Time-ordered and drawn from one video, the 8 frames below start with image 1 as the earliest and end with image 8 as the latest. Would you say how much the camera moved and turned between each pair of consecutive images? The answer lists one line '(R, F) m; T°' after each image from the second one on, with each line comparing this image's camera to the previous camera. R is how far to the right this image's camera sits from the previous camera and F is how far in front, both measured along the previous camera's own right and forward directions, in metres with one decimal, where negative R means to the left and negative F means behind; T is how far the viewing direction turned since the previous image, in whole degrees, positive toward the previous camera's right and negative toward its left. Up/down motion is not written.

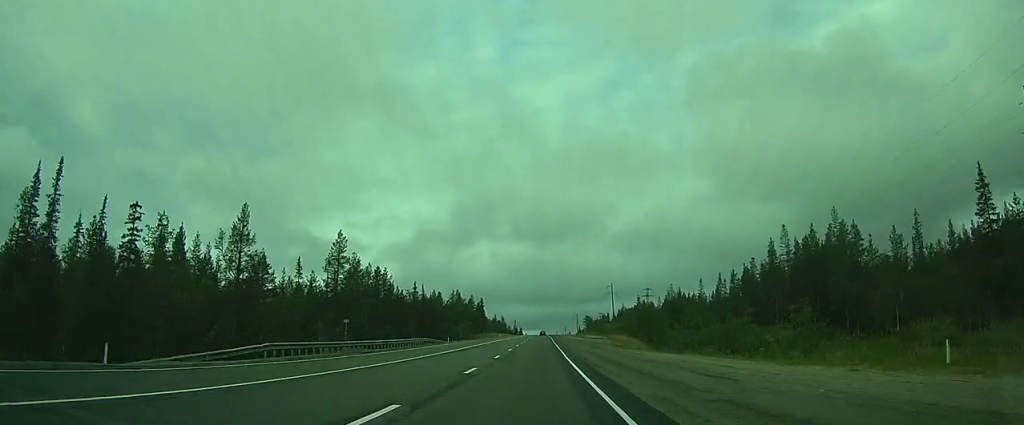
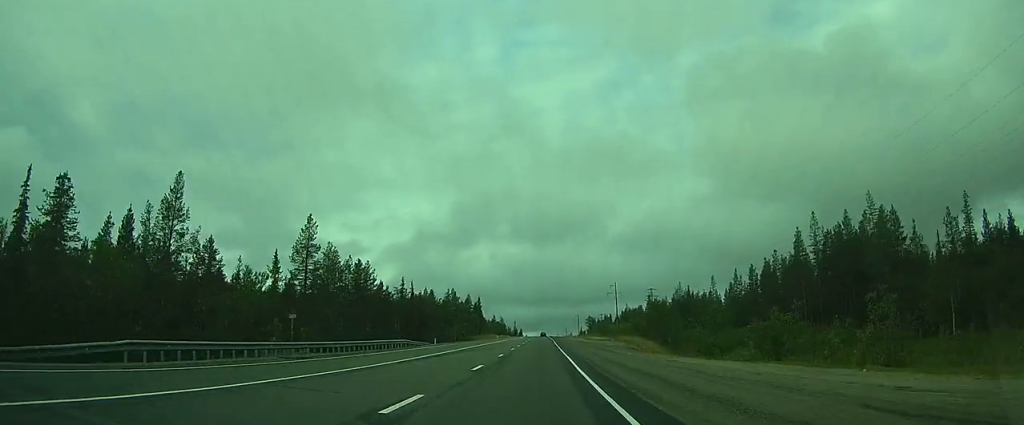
(0.0, +9.4) m; 0°
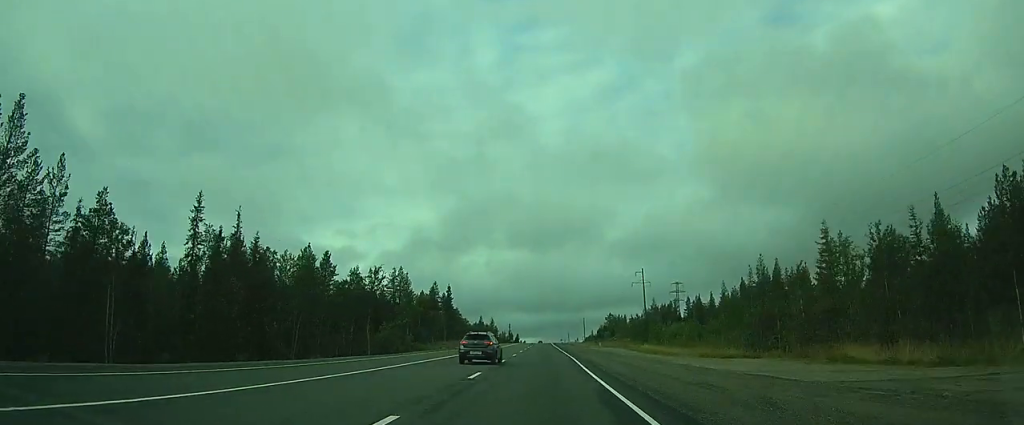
(-0.7, +60.7) m; -1°
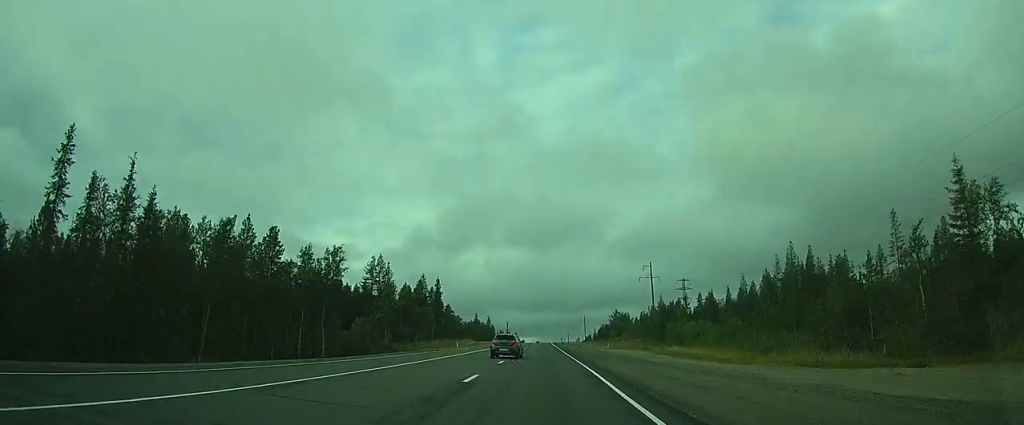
(+0.2, +13.5) m; +1°
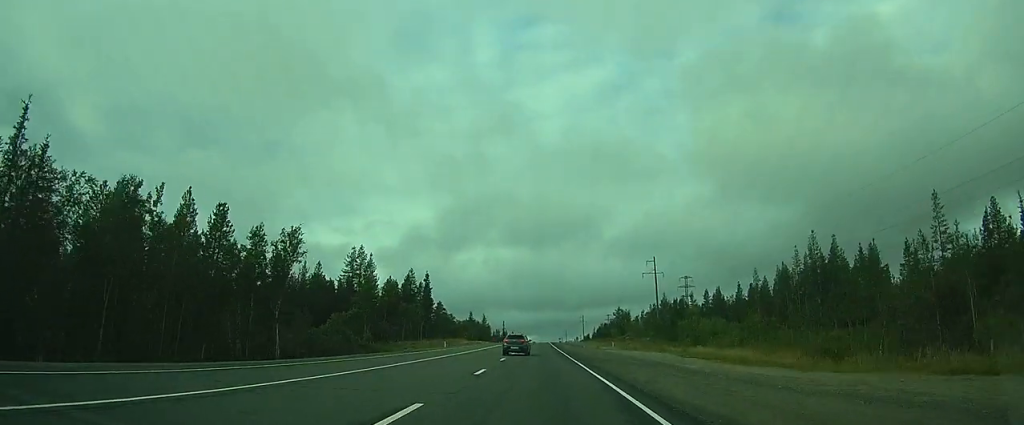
(+0.1, +8.8) m; 0°
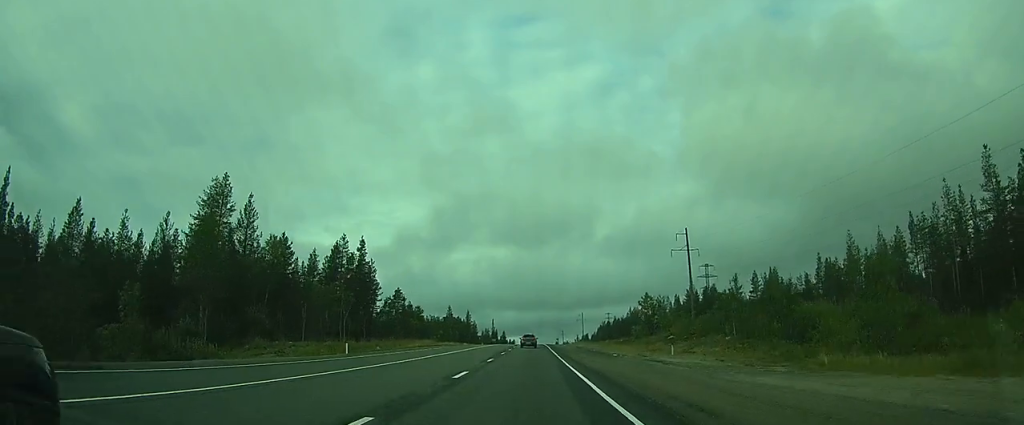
(-0.2, +37.6) m; -1°
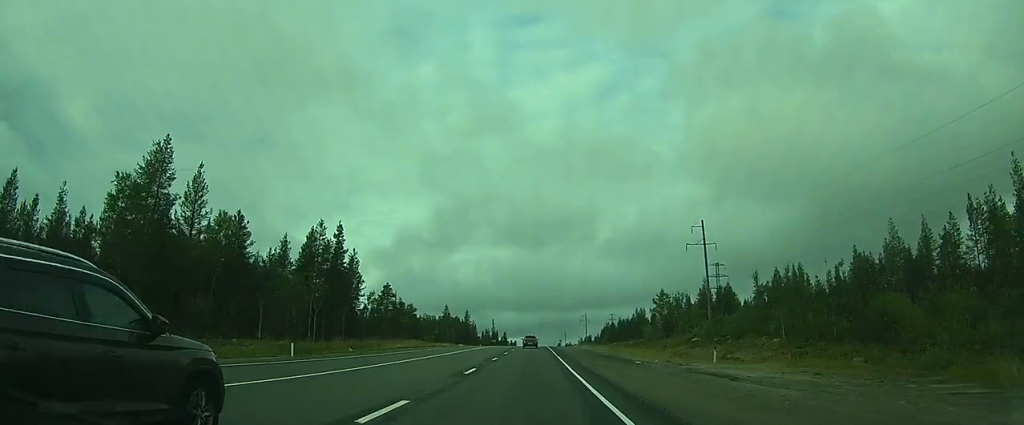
(0.0, +9.3) m; 0°
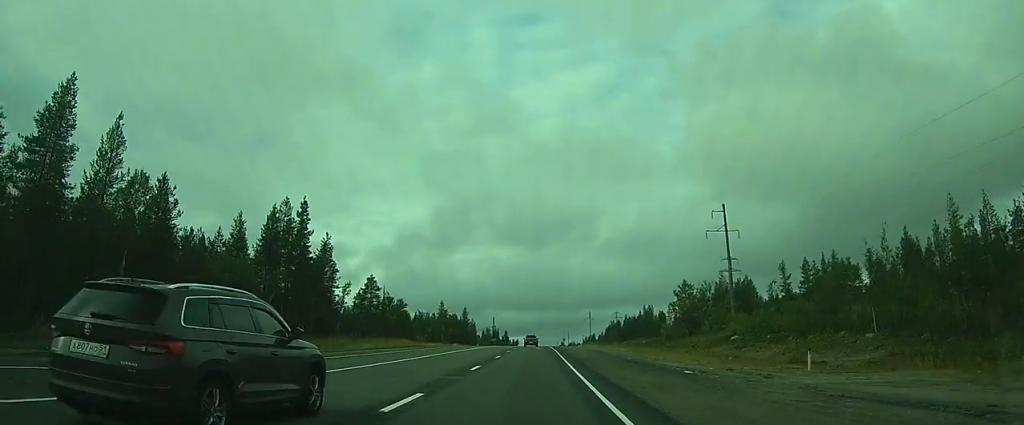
(0.0, +10.6) m; 0°
